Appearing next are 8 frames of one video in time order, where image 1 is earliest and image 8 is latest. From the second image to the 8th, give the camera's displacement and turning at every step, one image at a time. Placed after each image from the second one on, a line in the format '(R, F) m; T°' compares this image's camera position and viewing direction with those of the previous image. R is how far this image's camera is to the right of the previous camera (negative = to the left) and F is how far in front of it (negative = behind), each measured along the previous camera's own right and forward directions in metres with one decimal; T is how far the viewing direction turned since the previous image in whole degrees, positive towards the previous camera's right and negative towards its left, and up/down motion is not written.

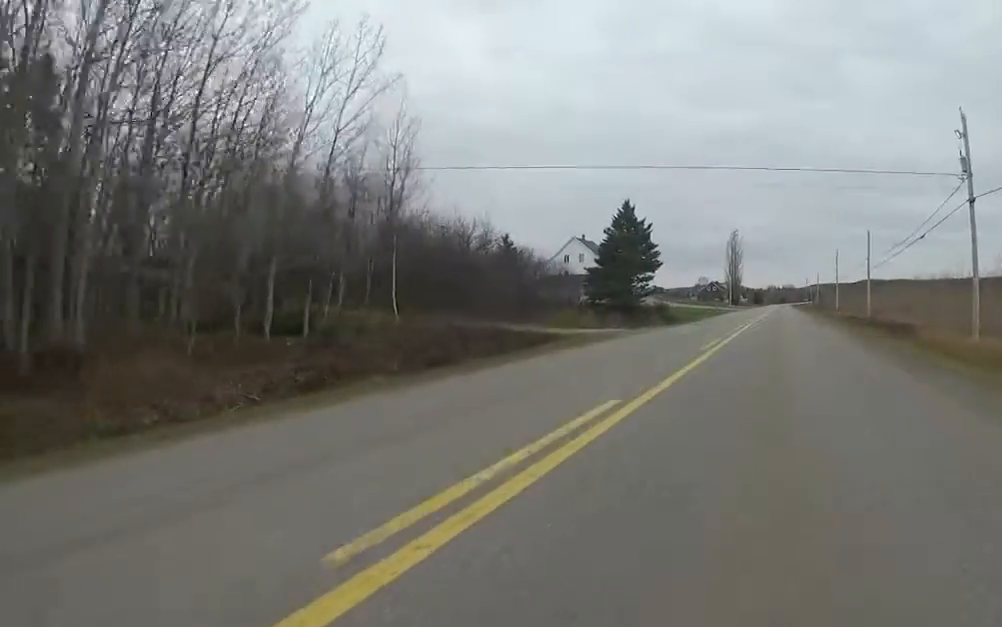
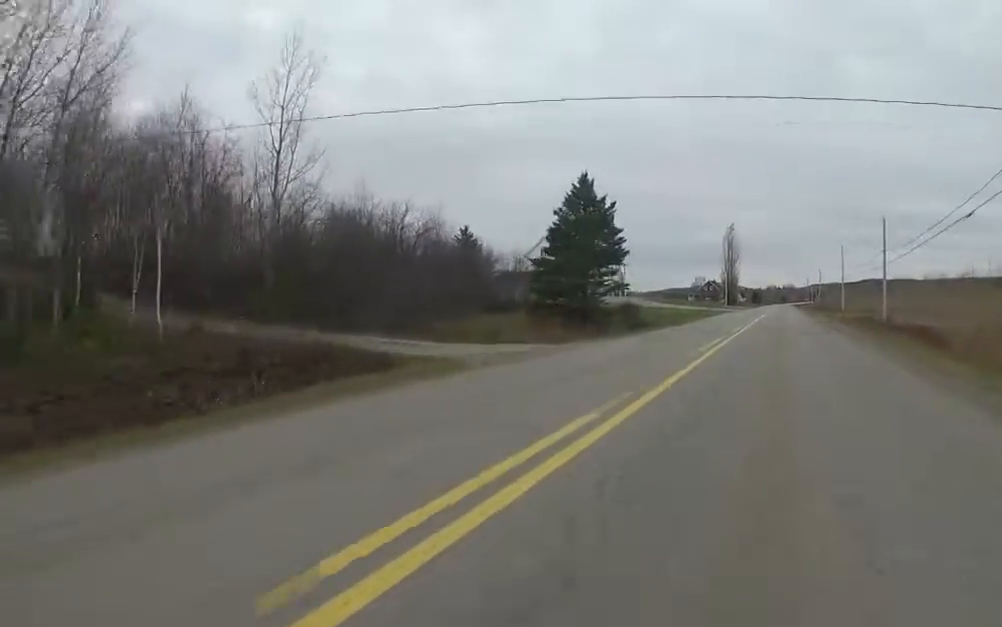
(-0.4, +9.1) m; -1°
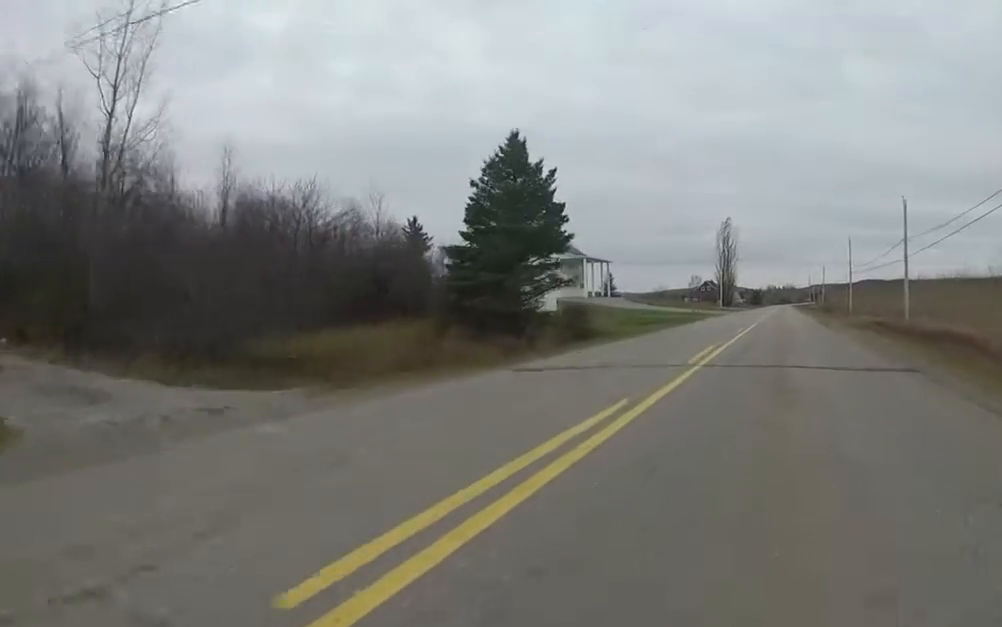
(+0.1, +8.9) m; -1°
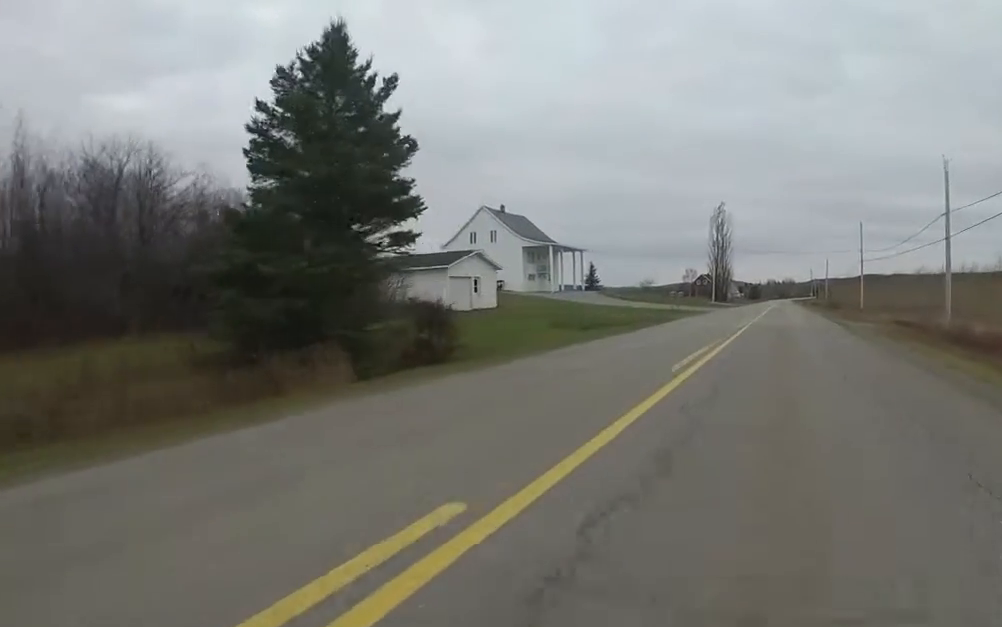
(-0.4, +11.2) m; -1°
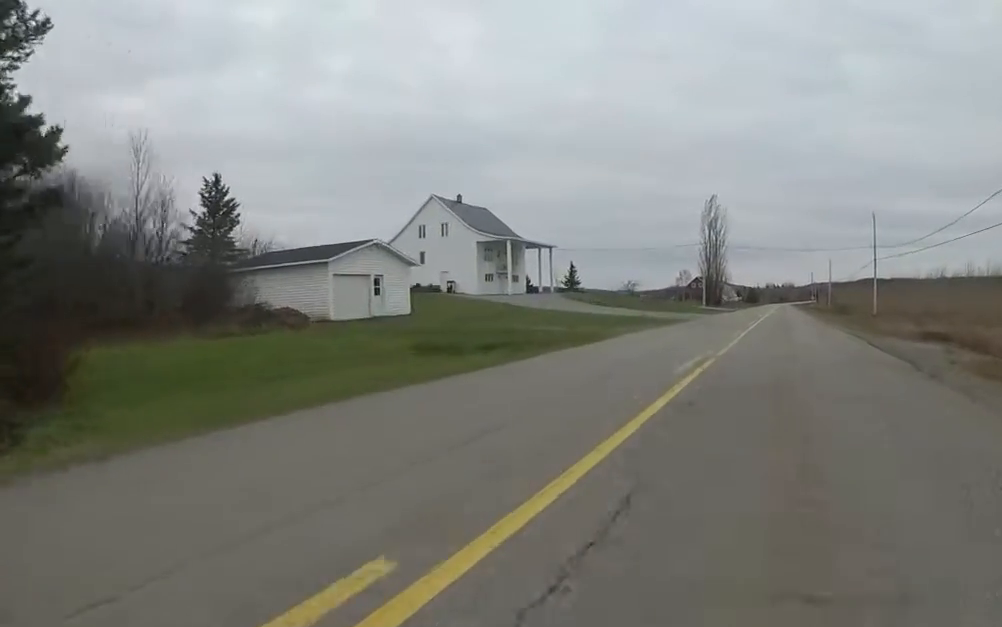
(+0.2, +10.0) m; +1°
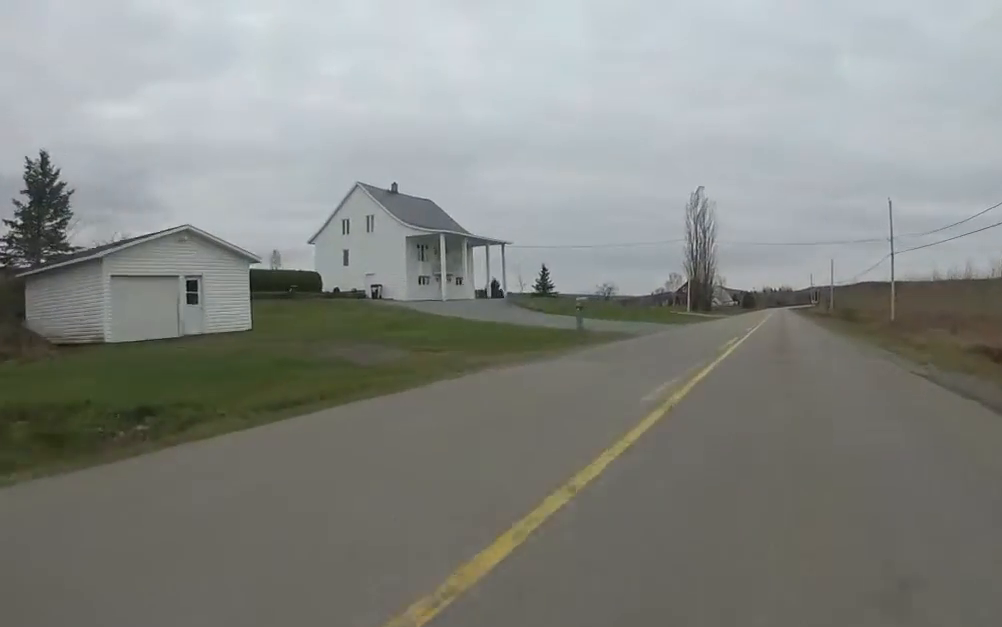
(+0.1, +10.4) m; +1°
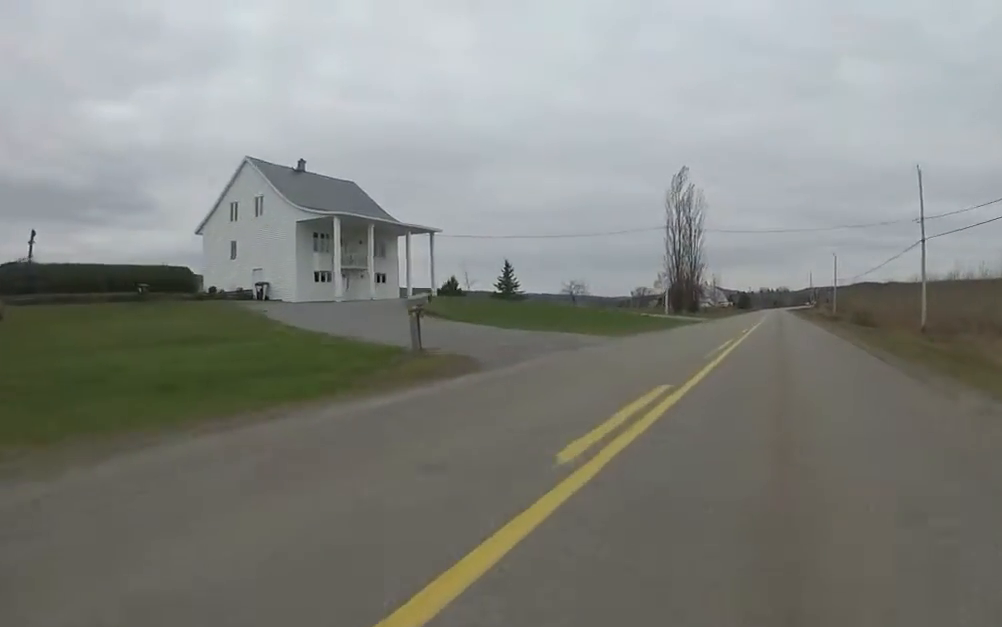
(+0.2, +10.9) m; +3°
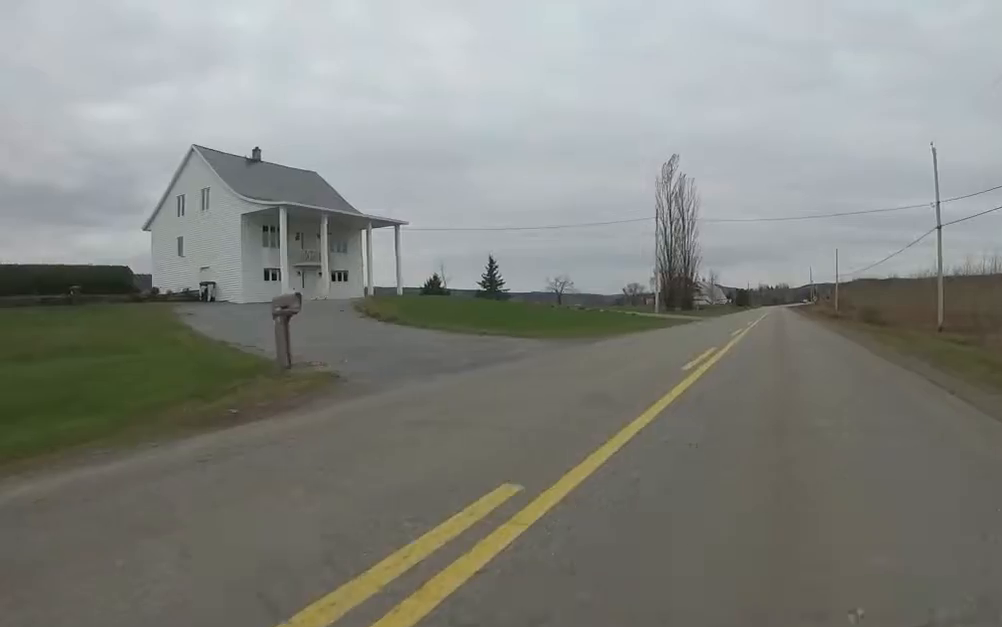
(+0.1, +4.0) m; 0°
